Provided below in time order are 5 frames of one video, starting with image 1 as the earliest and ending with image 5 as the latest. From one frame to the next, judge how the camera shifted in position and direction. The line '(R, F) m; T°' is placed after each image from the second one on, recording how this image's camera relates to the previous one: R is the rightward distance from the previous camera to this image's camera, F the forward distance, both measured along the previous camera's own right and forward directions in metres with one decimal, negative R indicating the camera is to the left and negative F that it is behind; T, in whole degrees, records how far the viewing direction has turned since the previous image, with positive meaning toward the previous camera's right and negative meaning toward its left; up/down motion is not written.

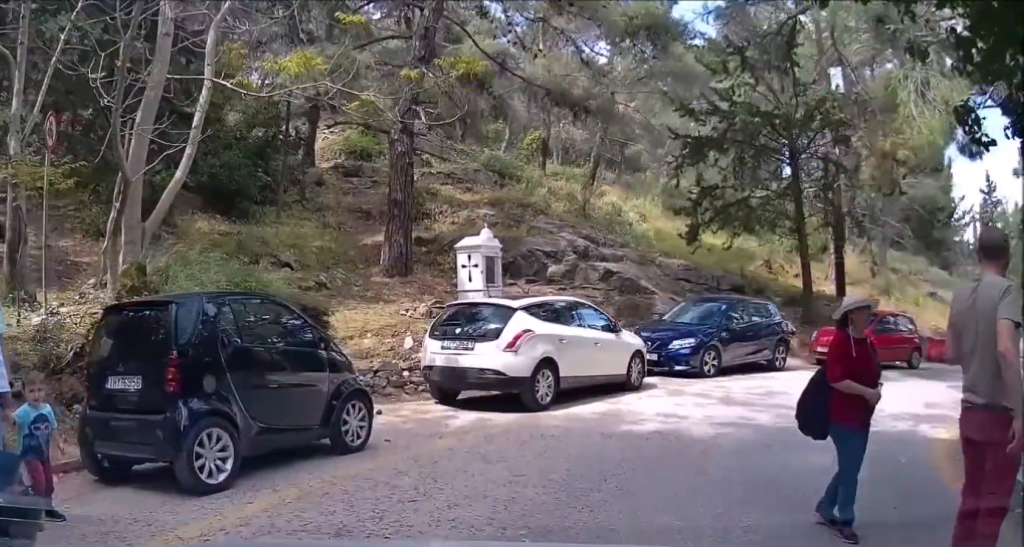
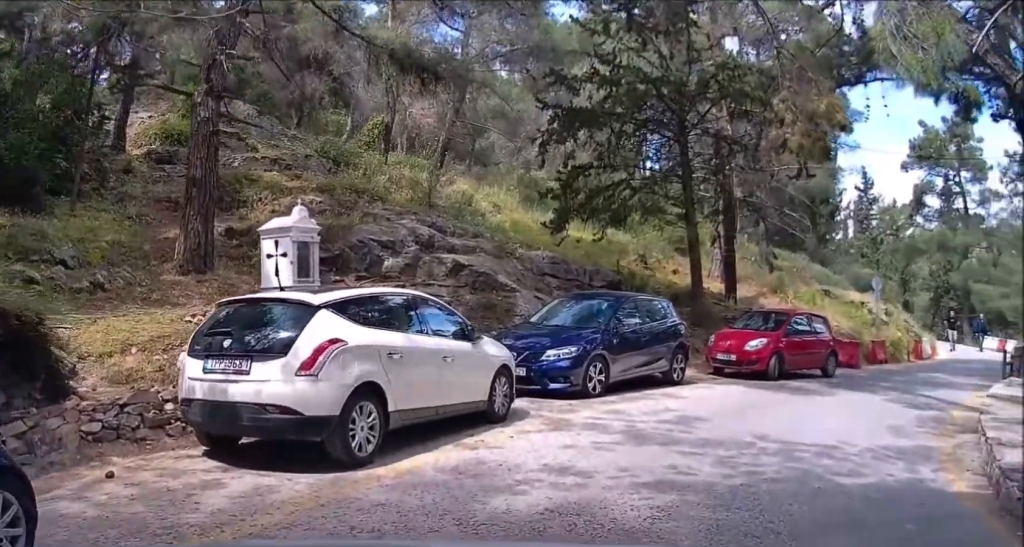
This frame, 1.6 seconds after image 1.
(-0.6, +4.0) m; +4°
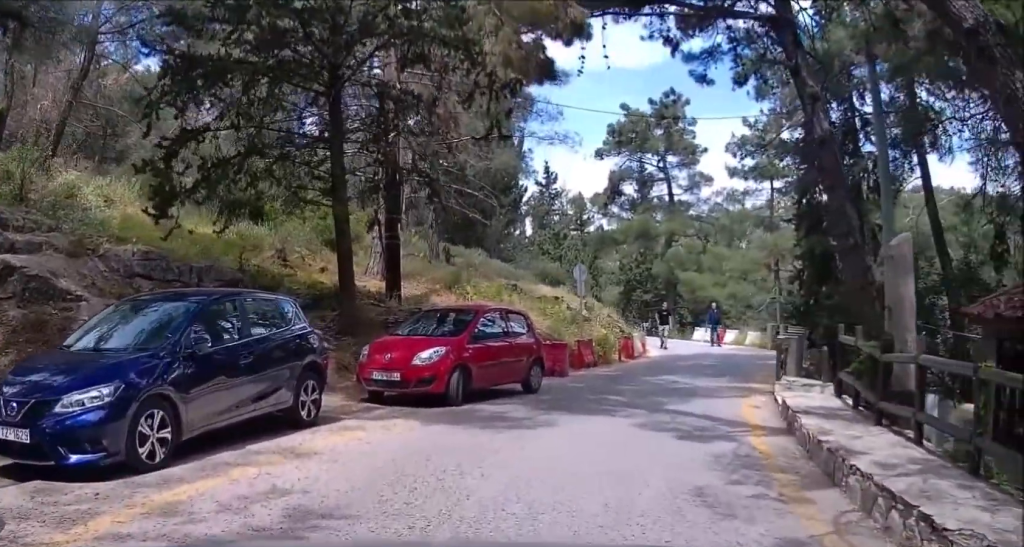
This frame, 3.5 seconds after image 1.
(+1.3, +3.3) m; +30°
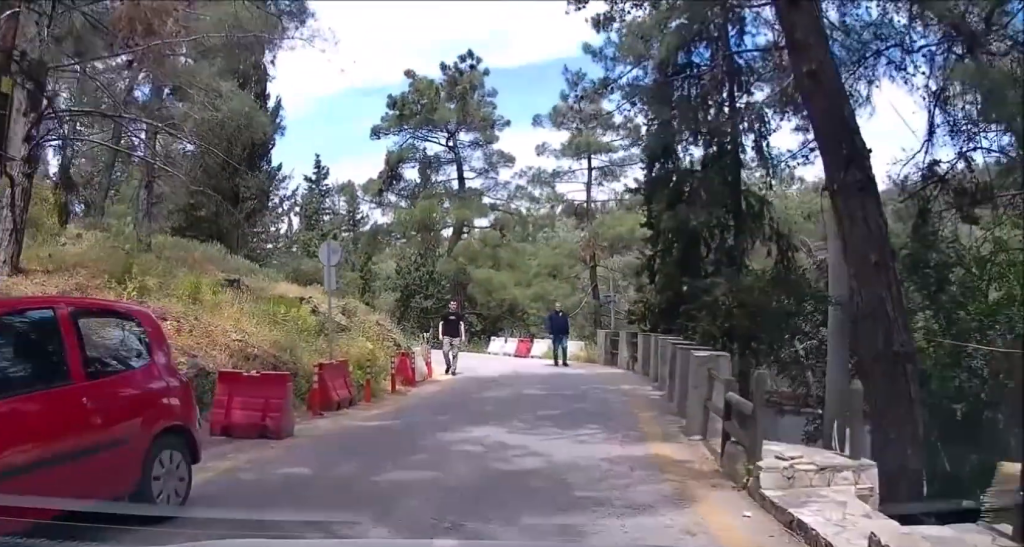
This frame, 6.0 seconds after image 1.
(-0.1, +5.4) m; +17°
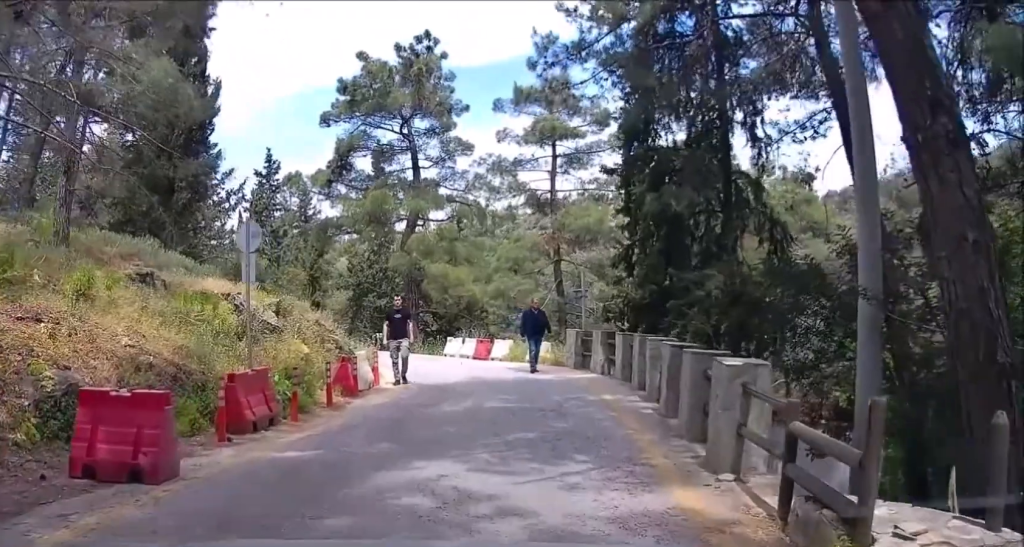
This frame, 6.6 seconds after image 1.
(+0.3, +1.7) m; +11°
